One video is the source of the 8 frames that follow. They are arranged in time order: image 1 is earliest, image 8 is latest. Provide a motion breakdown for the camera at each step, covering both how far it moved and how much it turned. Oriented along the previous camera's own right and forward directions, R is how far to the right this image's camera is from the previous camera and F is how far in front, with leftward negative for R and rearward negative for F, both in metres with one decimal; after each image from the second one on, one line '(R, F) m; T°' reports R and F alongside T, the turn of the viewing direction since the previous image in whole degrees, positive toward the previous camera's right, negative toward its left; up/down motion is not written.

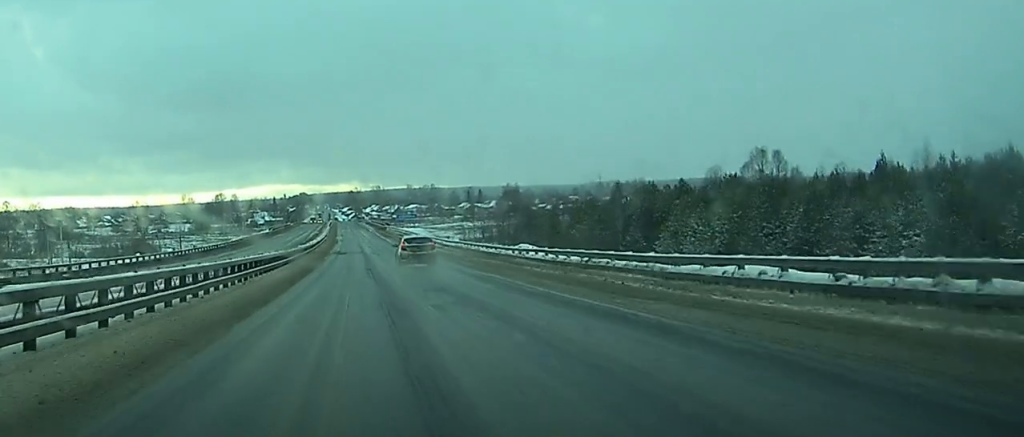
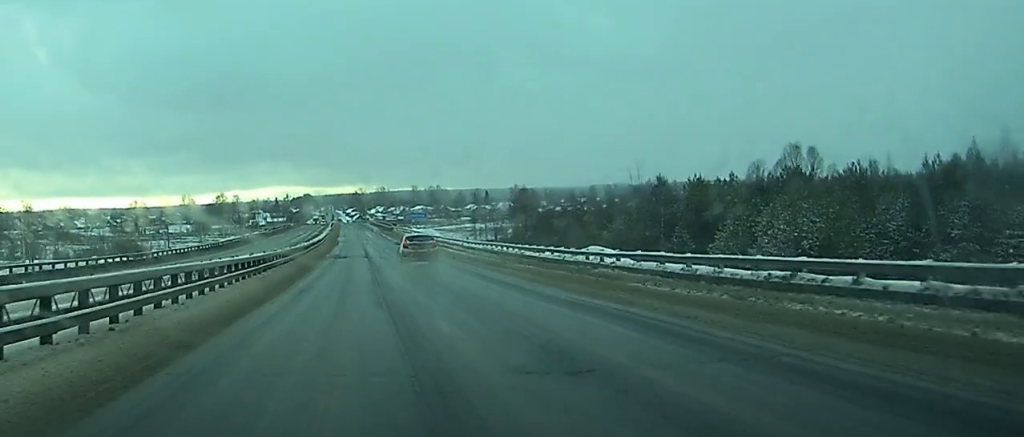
(-0.1, +14.6) m; 0°
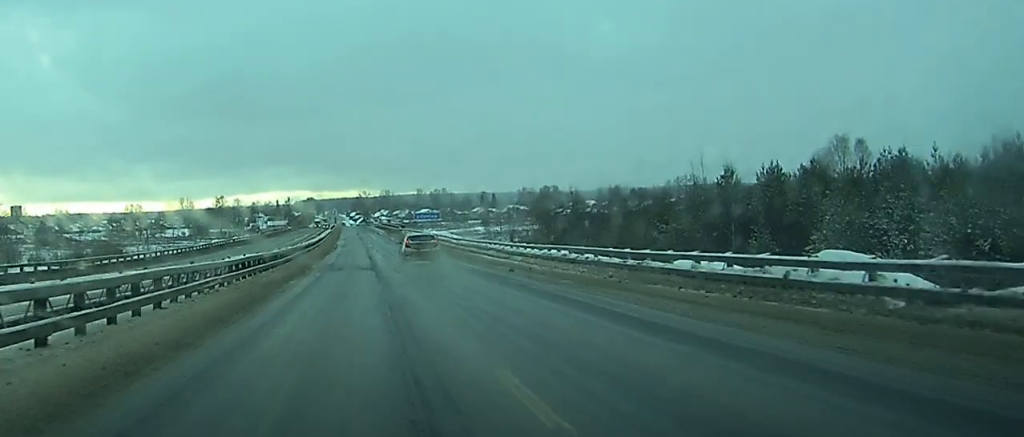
(-0.1, +18.2) m; 0°
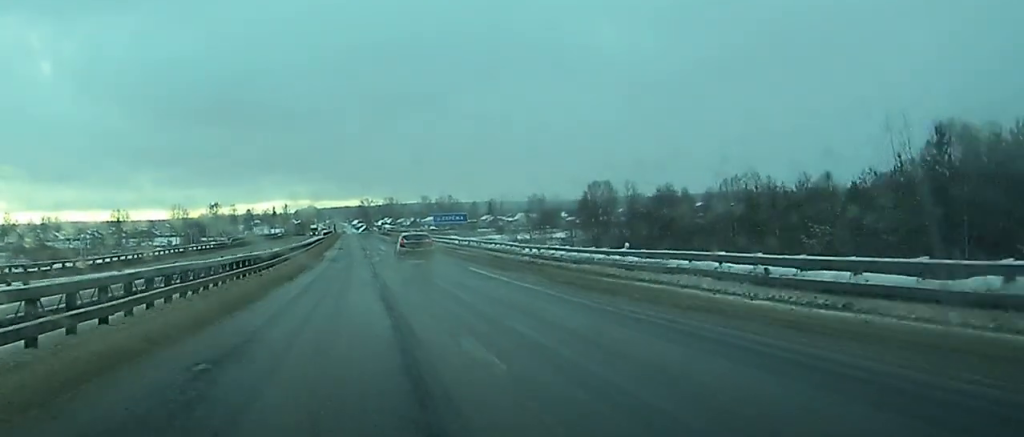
(0.0, +33.0) m; 0°
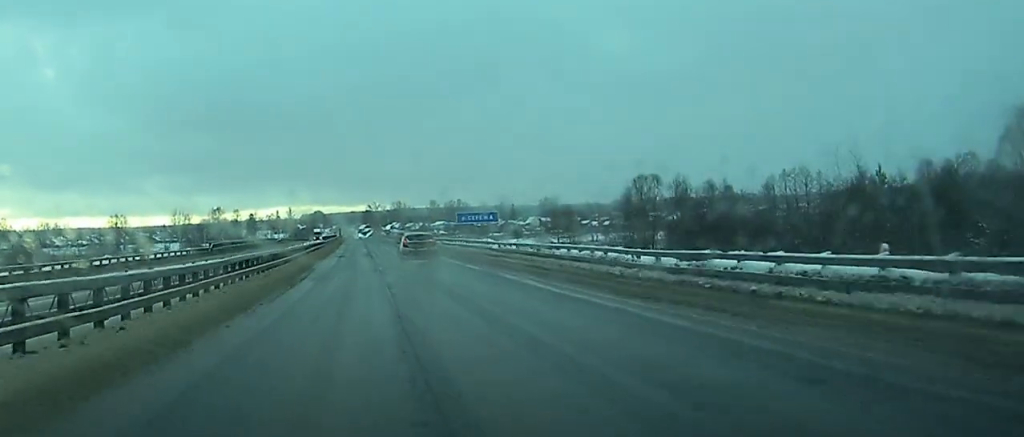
(0.0, +18.4) m; 0°
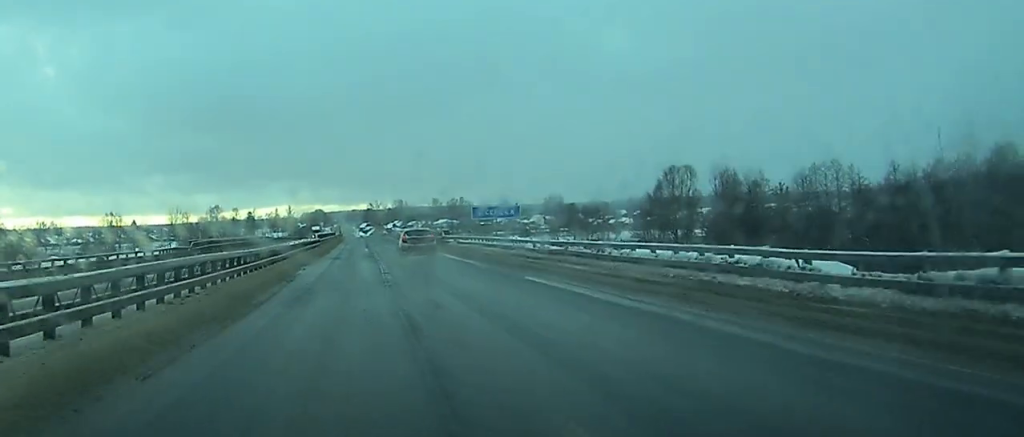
(0.0, +11.0) m; 0°
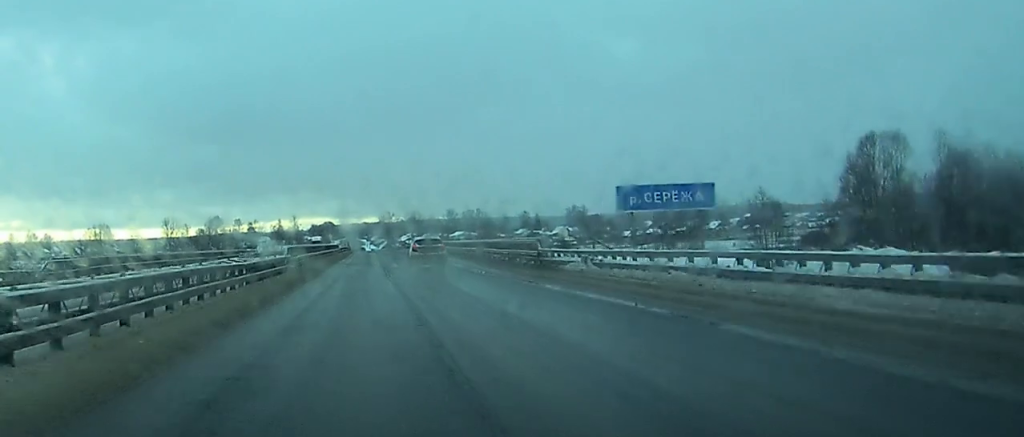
(-0.2, +39.5) m; -1°
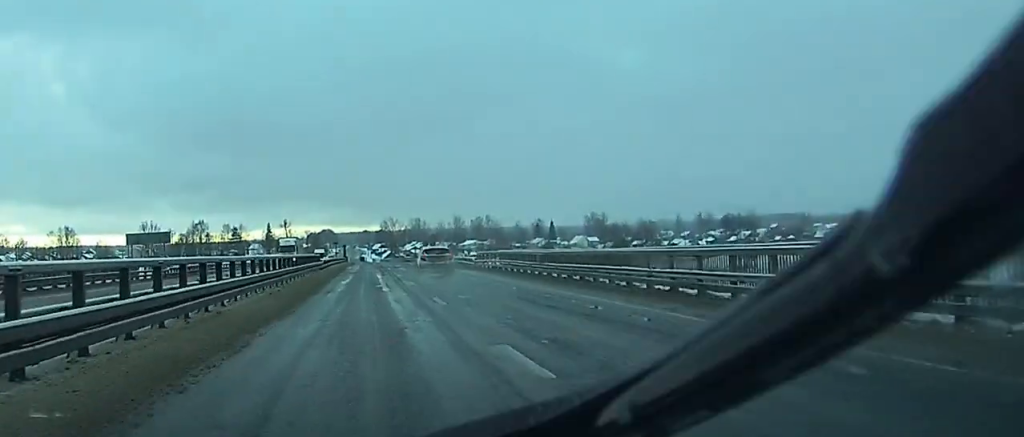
(-0.4, +49.8) m; -1°
